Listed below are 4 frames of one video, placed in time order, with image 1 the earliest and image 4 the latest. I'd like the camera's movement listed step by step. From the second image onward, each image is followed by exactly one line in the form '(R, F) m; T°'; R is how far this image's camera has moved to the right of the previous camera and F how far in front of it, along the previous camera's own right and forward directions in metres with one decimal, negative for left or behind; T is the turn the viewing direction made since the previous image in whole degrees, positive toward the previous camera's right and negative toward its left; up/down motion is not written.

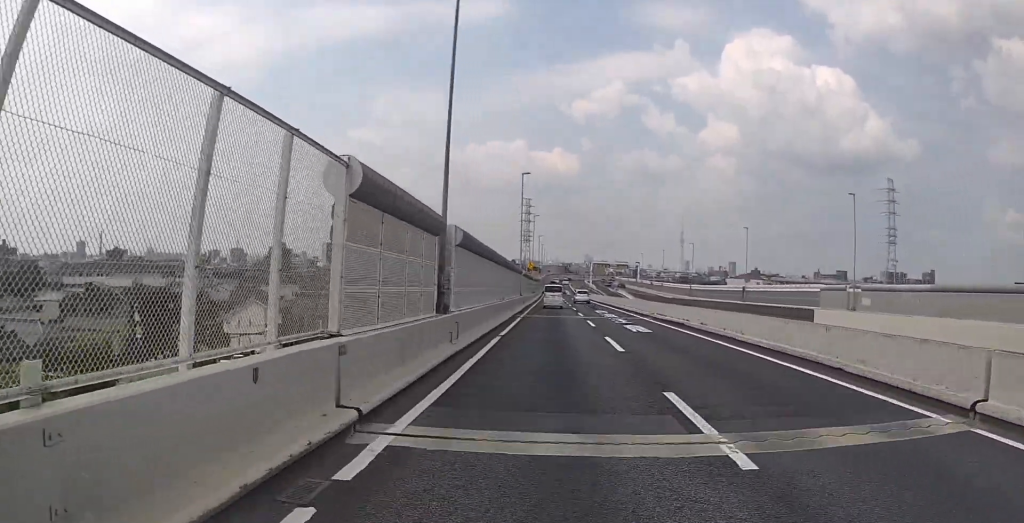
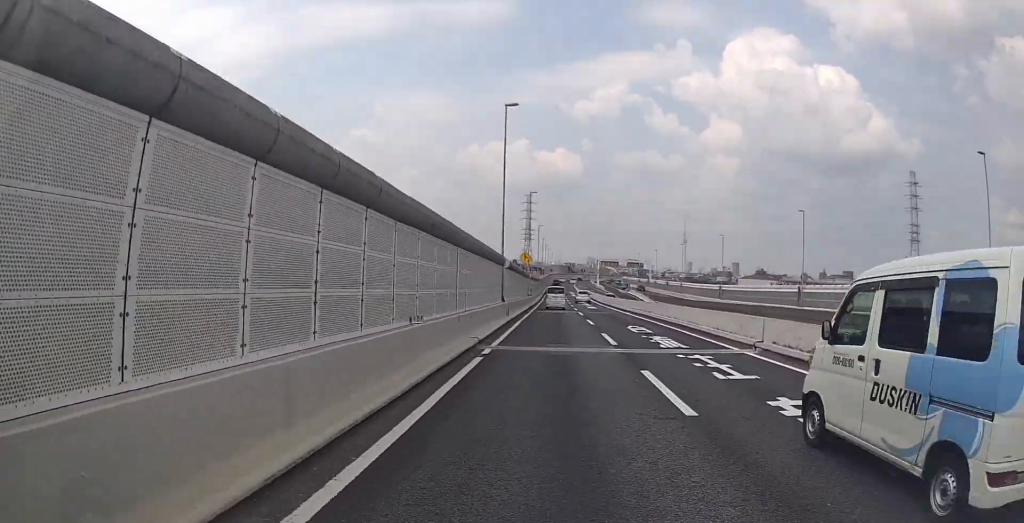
(0.0, +17.1) m; 0°
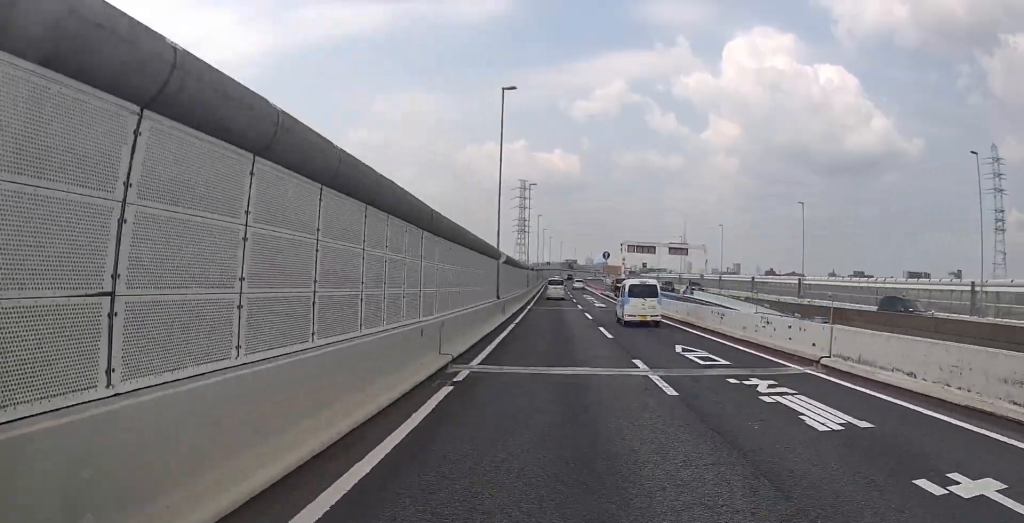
(0.0, +56.2) m; 0°
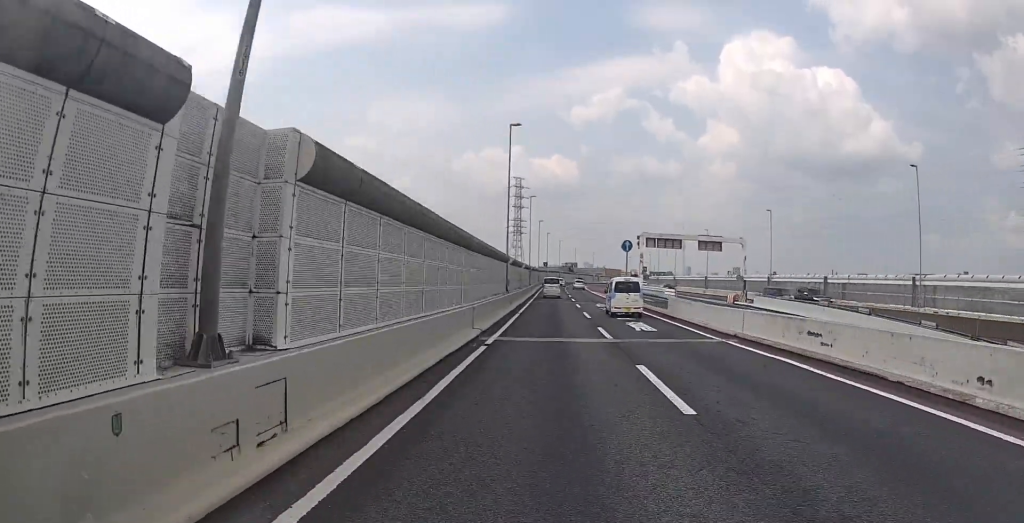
(0.0, +21.5) m; 0°
